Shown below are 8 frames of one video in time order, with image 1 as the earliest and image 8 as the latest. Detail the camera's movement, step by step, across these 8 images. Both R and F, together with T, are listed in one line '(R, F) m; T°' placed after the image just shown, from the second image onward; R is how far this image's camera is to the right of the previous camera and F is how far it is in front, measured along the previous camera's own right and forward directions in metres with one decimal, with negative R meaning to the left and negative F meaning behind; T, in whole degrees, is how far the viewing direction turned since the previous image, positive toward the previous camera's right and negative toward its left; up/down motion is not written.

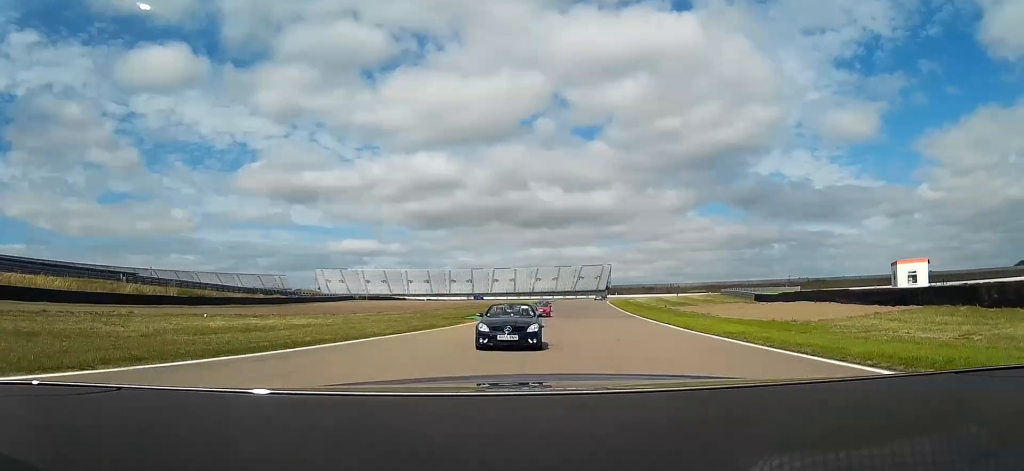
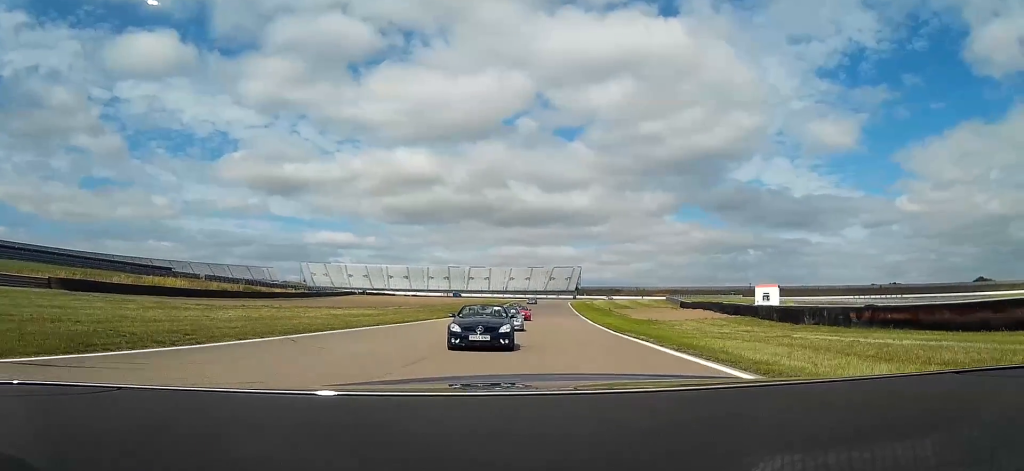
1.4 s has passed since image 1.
(+0.4, +24.9) m; +2°
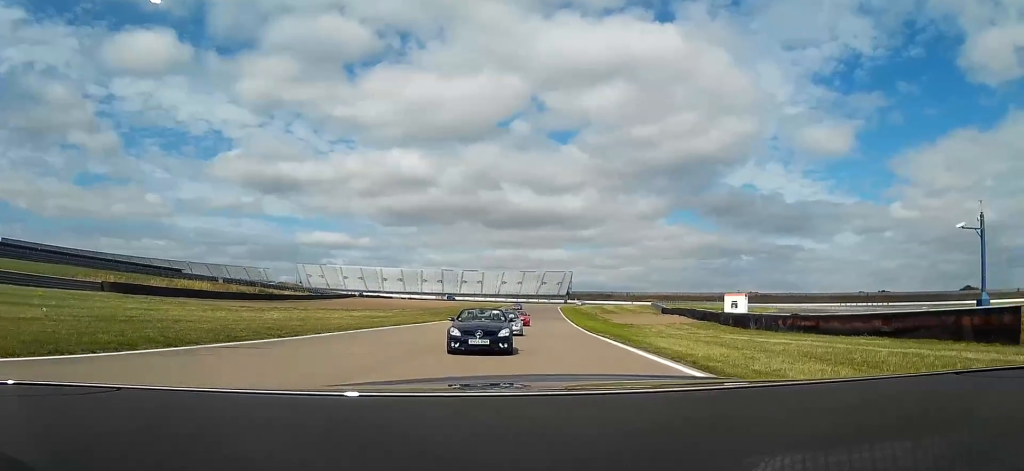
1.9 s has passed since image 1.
(+0.2, +7.9) m; +1°
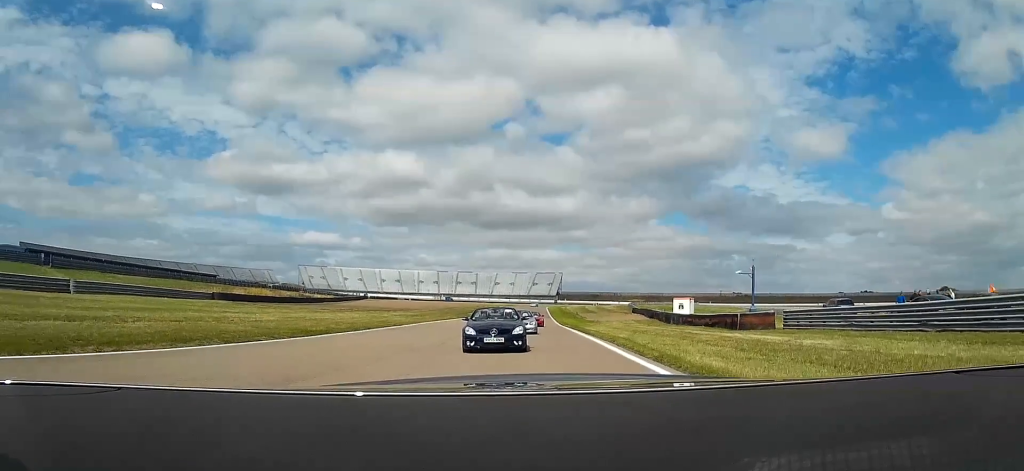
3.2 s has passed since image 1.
(+0.2, +22.3) m; +1°
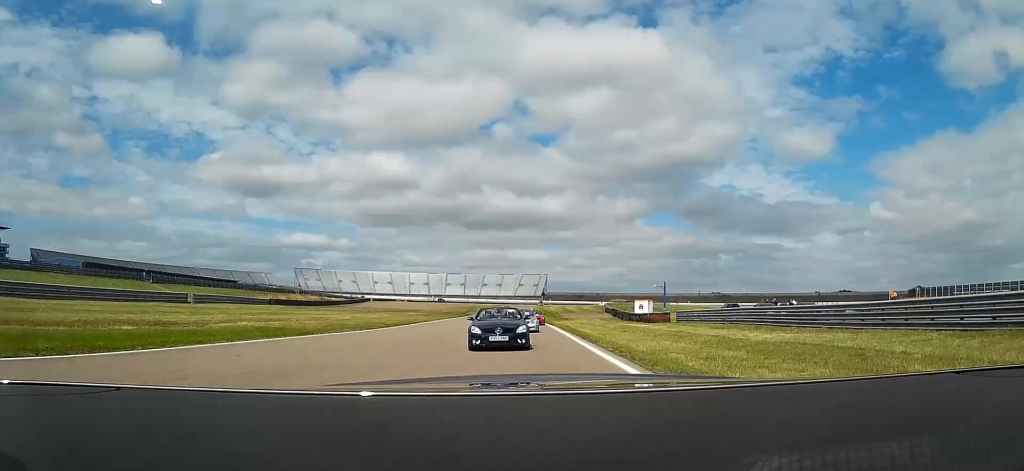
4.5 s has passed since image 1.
(+0.1, +21.7) m; +1°
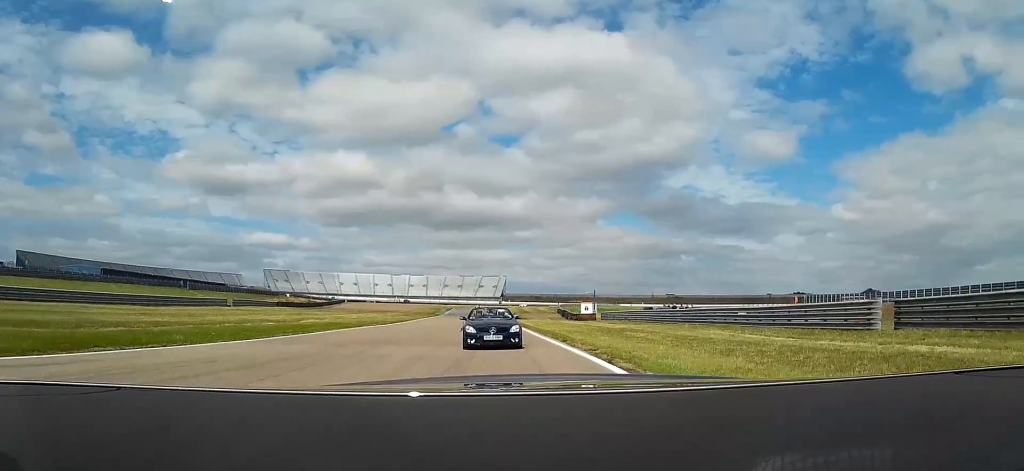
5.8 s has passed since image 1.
(+0.3, +20.3) m; +2°
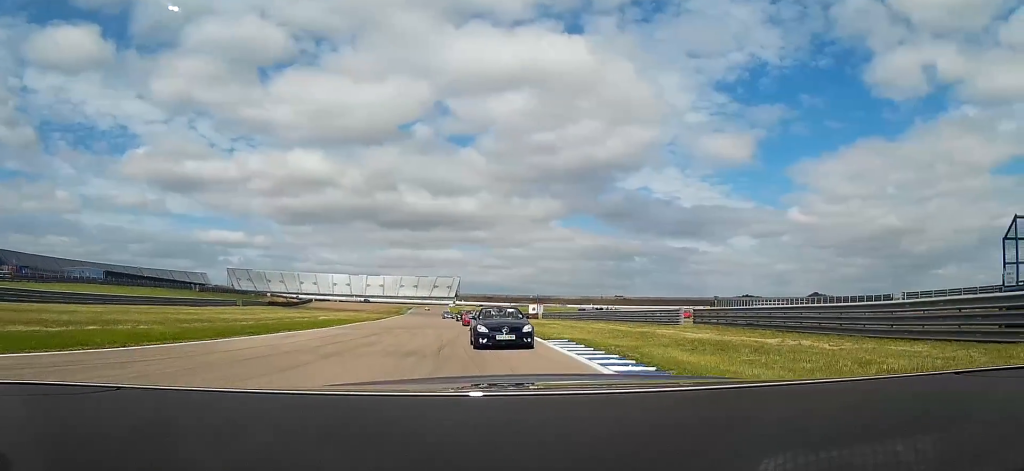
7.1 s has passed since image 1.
(+0.5, +19.0) m; +5°
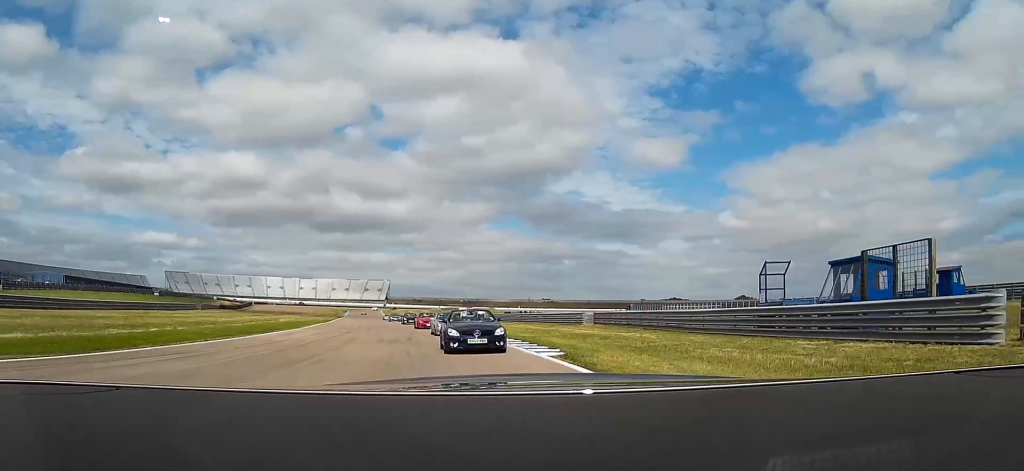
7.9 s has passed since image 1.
(+0.4, +10.5) m; +6°
